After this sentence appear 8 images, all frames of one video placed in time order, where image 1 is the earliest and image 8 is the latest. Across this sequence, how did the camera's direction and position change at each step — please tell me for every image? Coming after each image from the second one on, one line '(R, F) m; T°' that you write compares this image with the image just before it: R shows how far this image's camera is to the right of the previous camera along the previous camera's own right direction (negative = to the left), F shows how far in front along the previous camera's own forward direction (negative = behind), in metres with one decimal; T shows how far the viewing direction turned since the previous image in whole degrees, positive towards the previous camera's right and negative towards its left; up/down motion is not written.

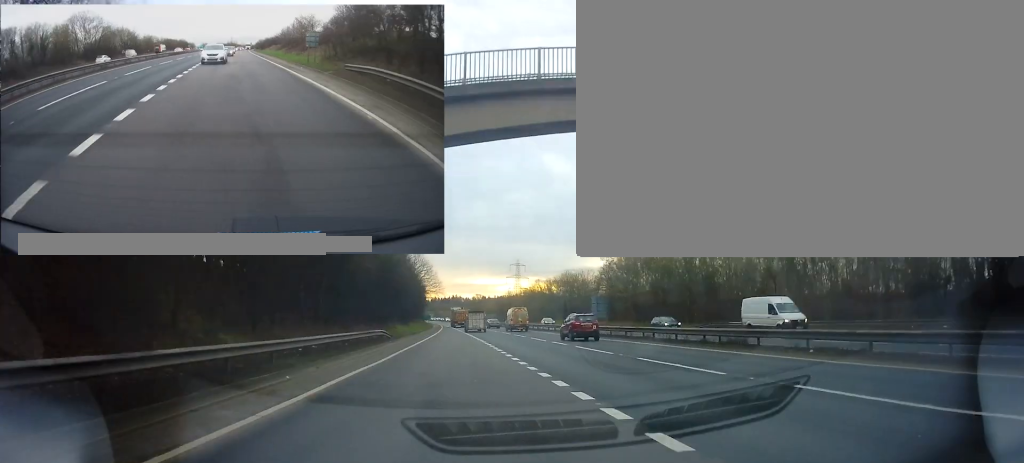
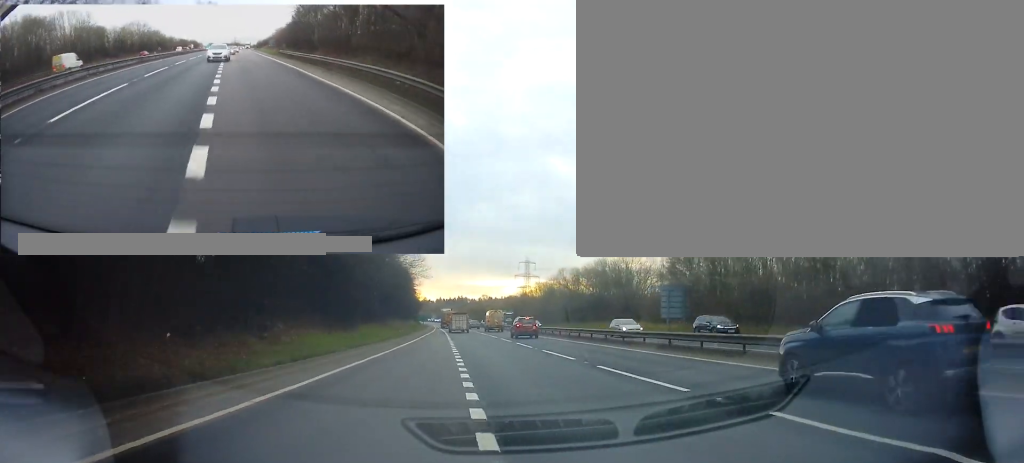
(-0.5, +34.0) m; -2°
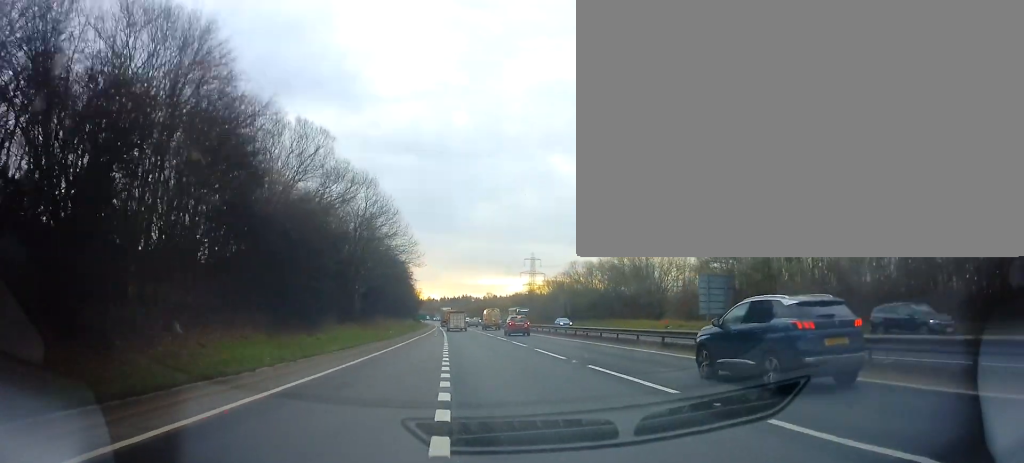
(-0.2, +10.0) m; 0°
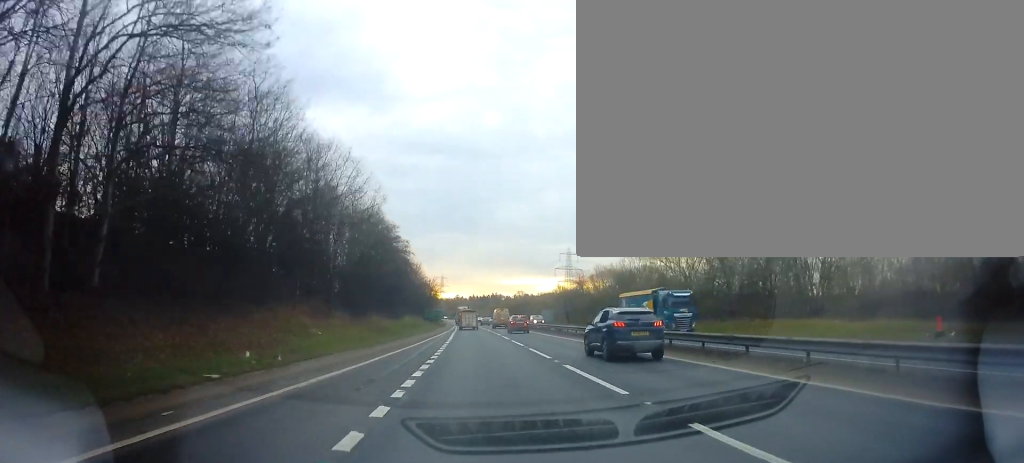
(-0.1, +36.6) m; -1°
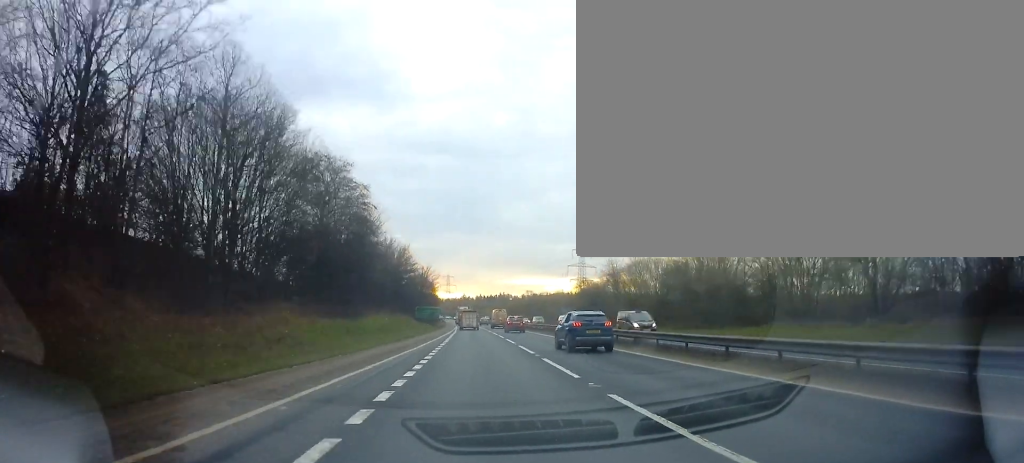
(-0.4, +24.3) m; -1°
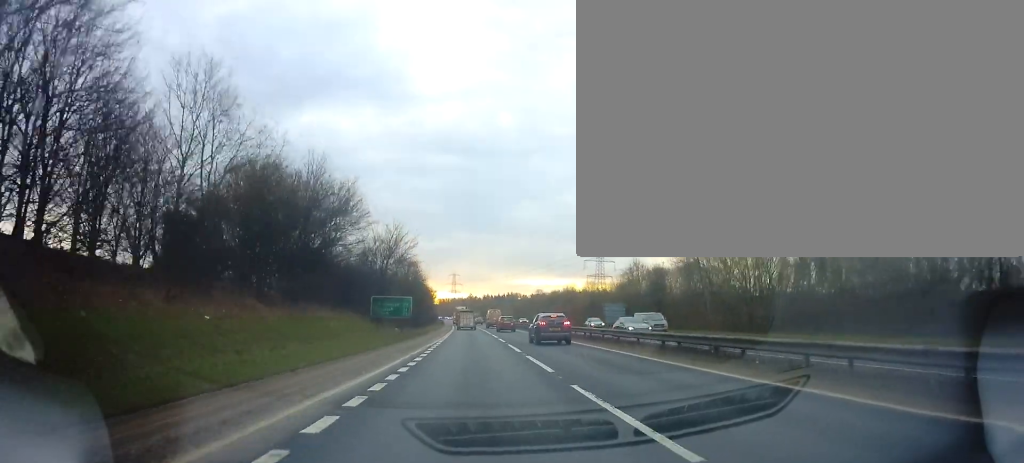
(-0.5, +35.4) m; -2°
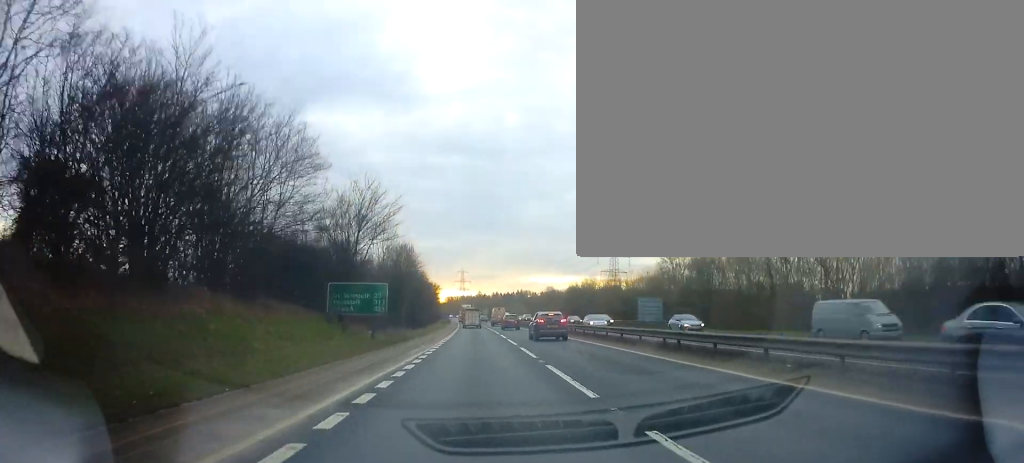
(-0.1, +14.2) m; 0°
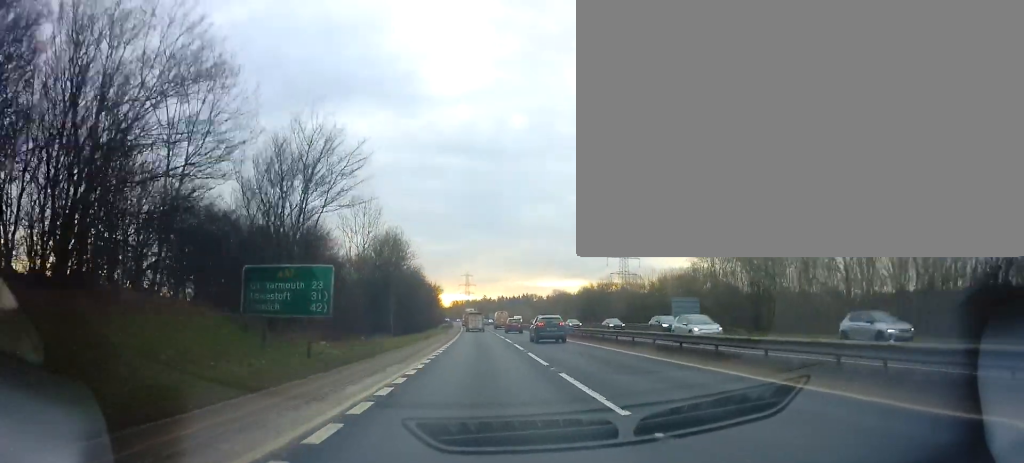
(0.0, +11.1) m; 0°
